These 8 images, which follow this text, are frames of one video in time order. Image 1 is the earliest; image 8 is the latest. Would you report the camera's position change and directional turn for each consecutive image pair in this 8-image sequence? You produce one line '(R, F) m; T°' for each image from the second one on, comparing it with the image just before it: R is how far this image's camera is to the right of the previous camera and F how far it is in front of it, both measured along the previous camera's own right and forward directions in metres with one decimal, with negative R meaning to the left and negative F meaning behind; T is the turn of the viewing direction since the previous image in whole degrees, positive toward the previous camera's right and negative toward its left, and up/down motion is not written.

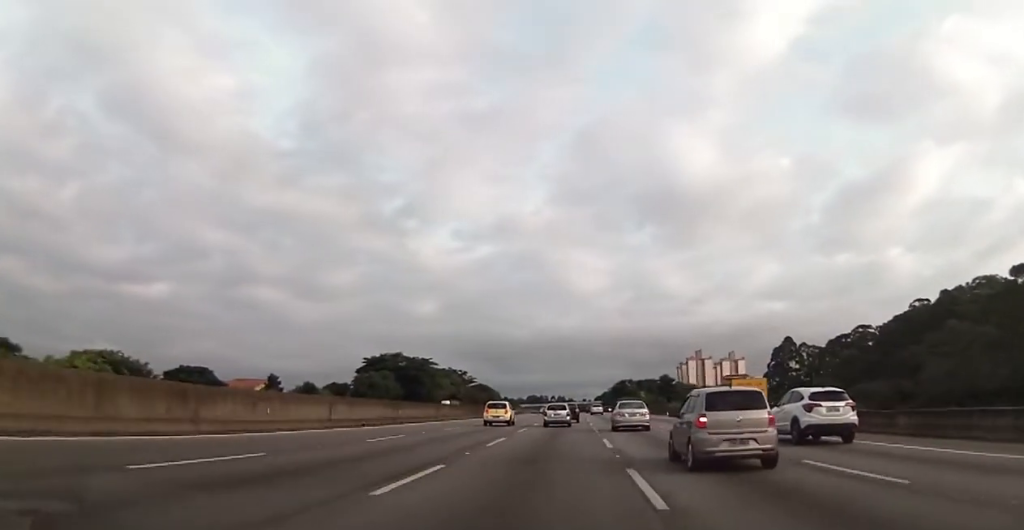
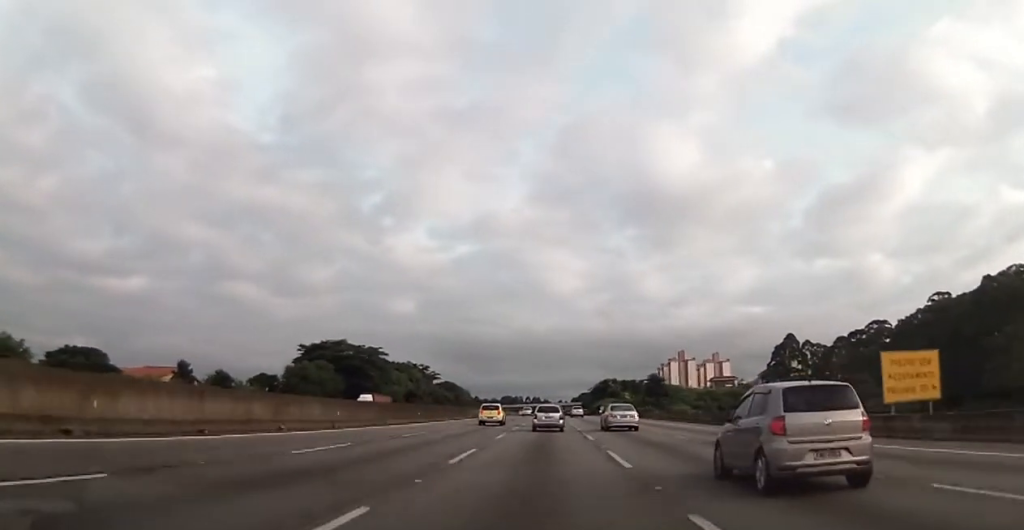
(+0.6, +28.9) m; +1°
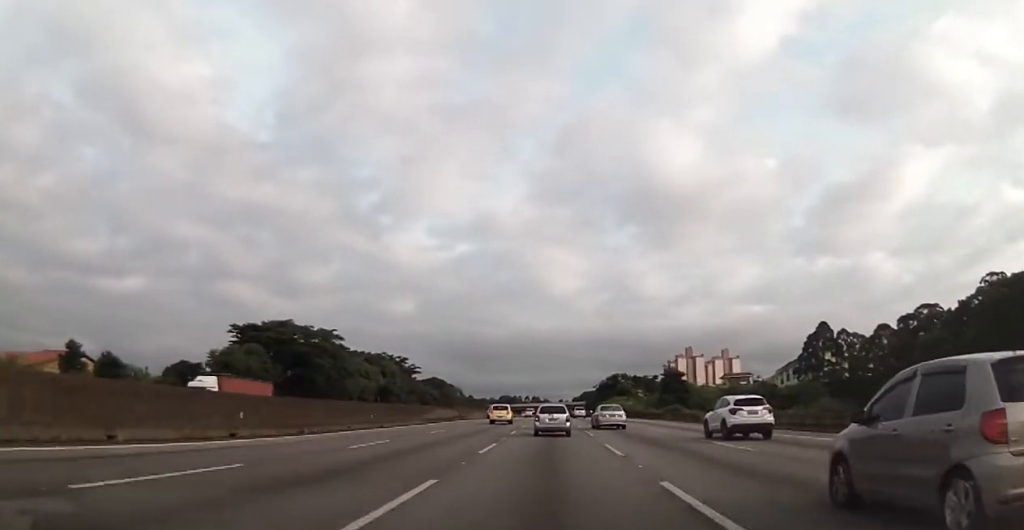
(0.0, +32.3) m; +1°
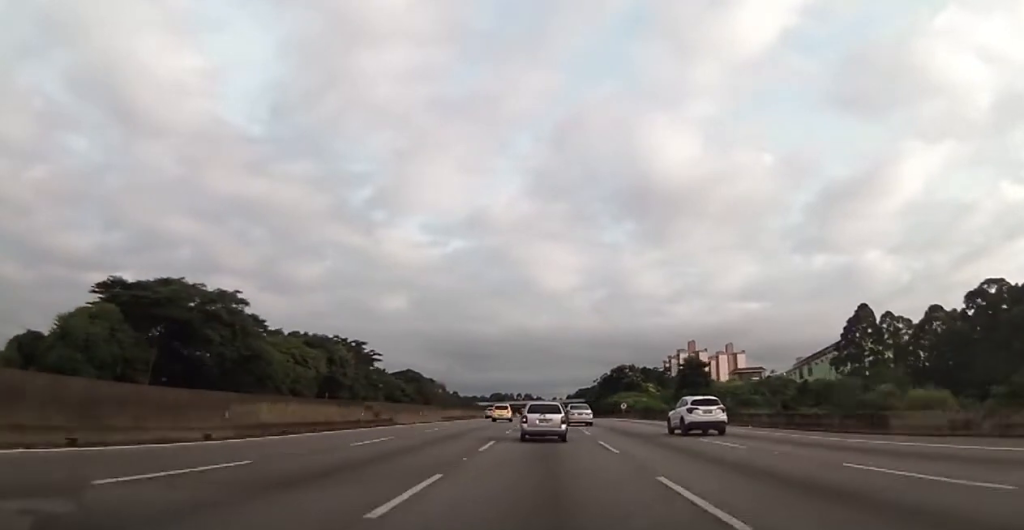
(+0.9, +35.6) m; +1°
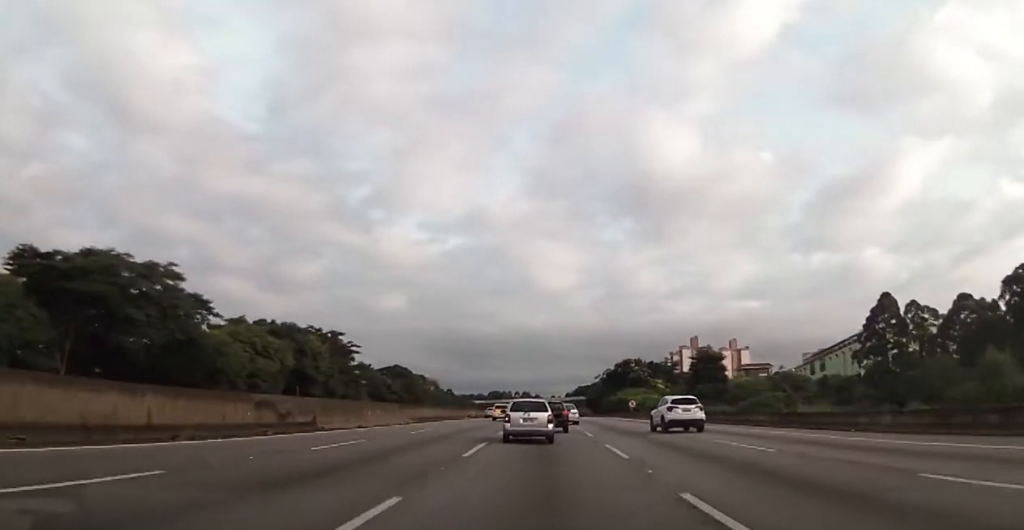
(-0.3, +15.4) m; -1°
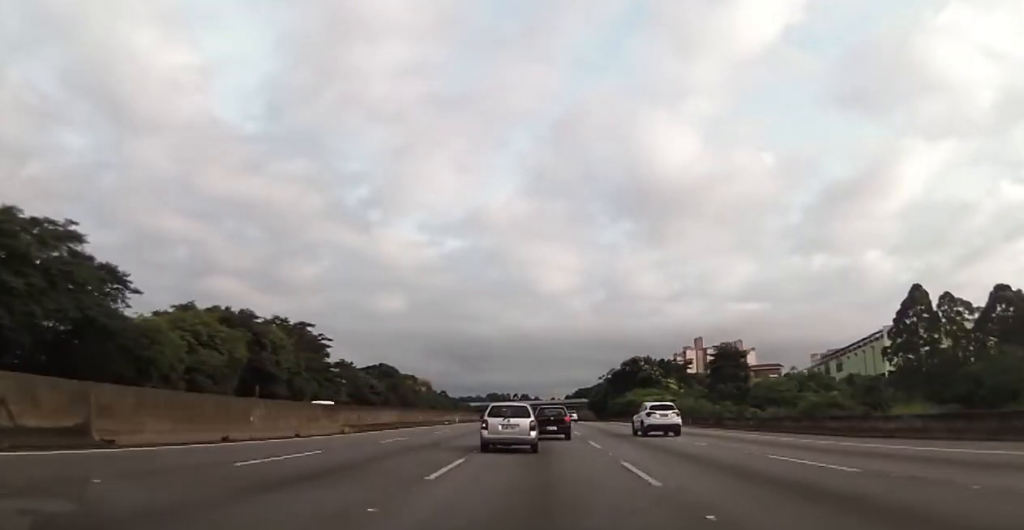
(-0.1, +16.9) m; 0°
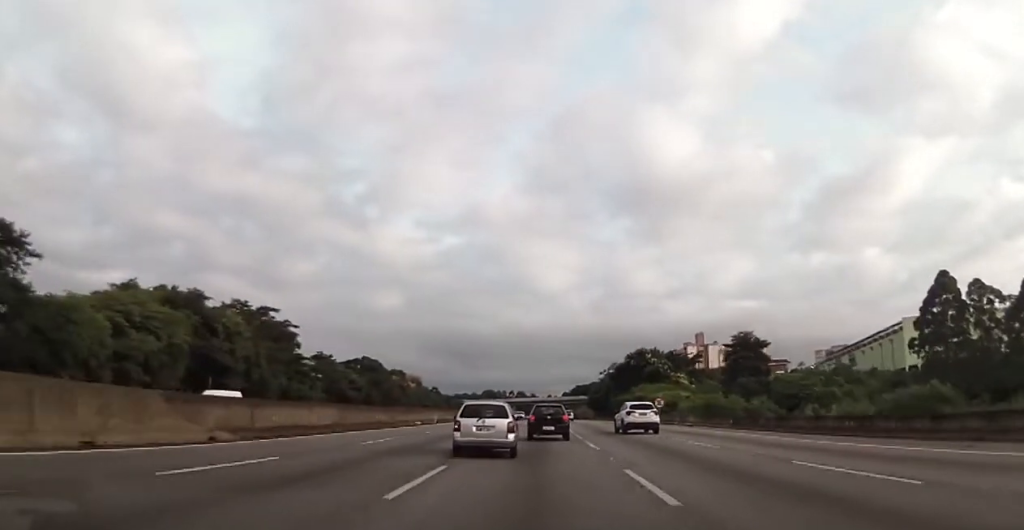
(-0.1, +14.3) m; +1°
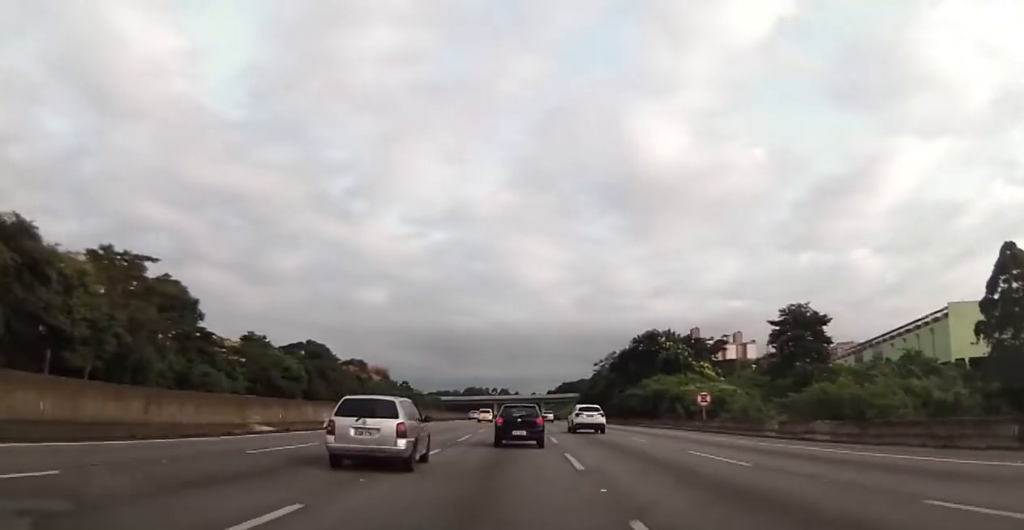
(+0.5, +30.2) m; +1°
